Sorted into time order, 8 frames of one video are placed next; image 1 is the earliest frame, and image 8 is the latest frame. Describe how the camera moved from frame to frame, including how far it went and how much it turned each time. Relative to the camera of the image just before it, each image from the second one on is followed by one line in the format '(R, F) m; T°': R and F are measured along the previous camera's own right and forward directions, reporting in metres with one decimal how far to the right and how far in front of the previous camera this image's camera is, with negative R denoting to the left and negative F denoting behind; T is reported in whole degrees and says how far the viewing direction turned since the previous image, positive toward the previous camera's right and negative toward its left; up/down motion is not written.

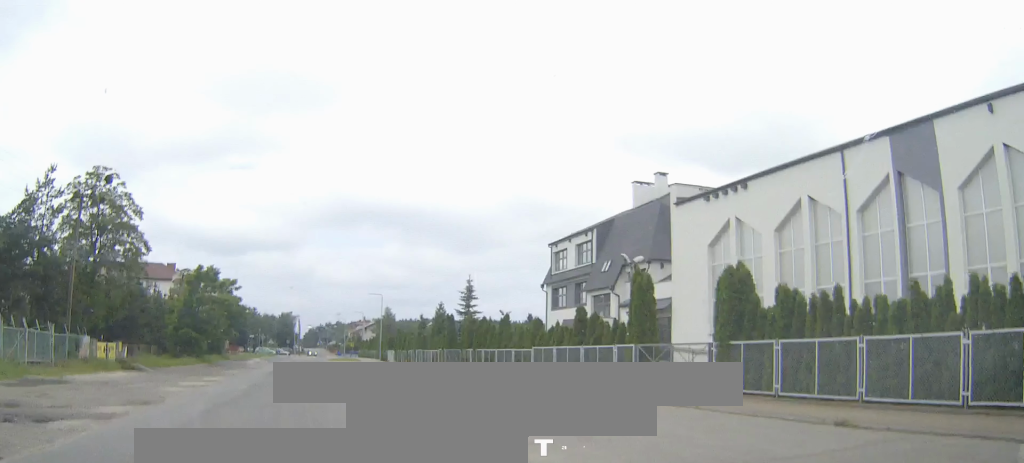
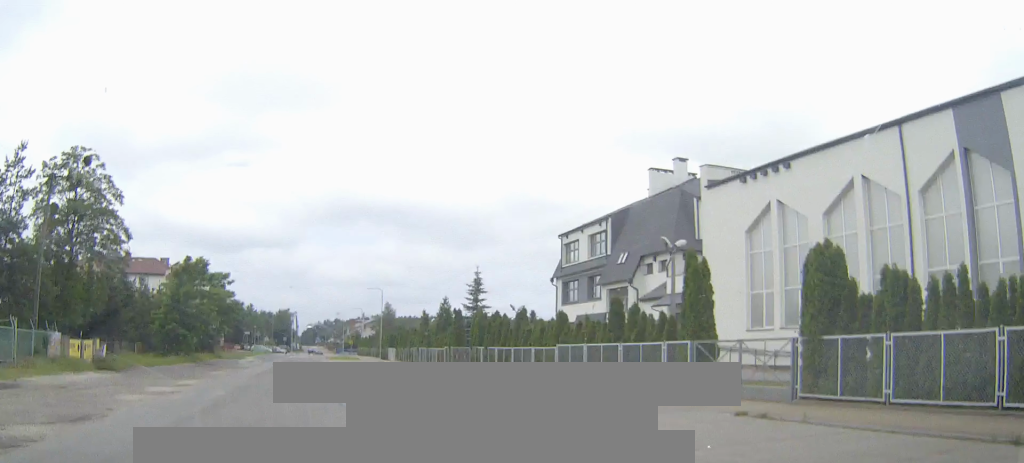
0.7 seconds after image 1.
(0.0, +4.2) m; 0°
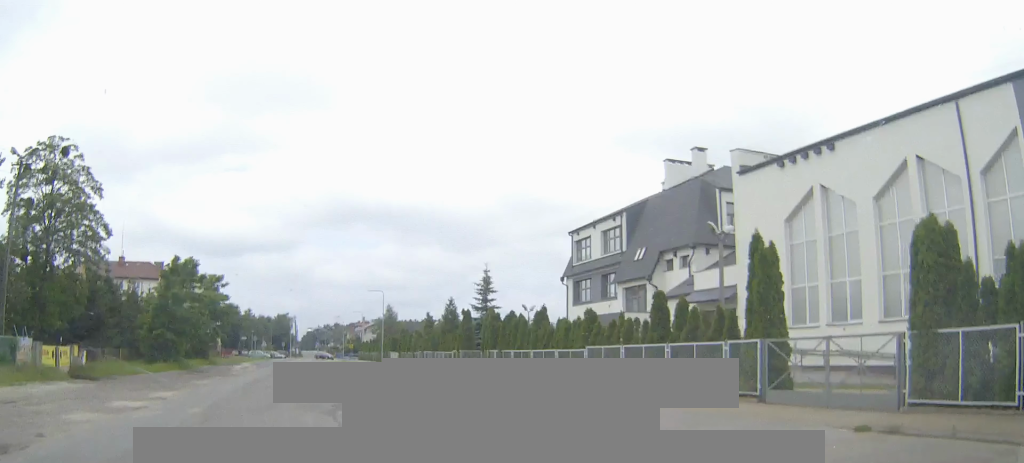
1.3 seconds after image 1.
(0.0, +3.7) m; 0°
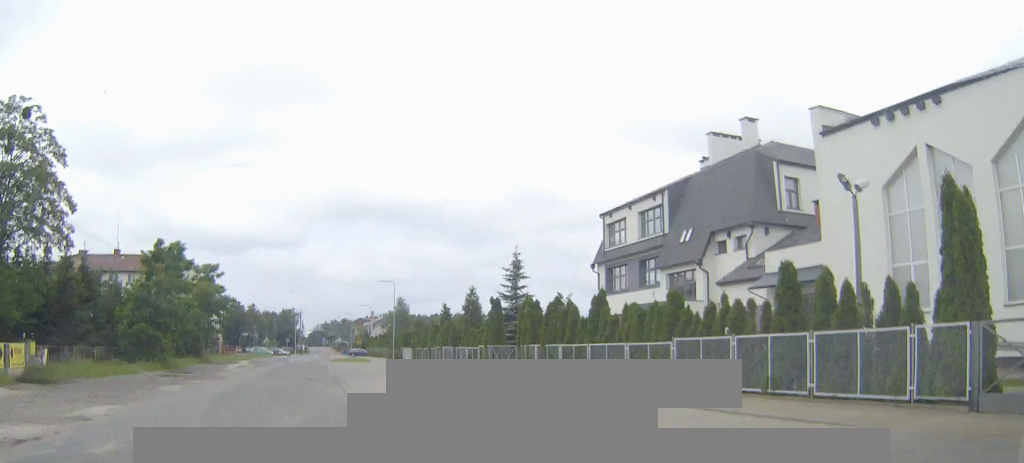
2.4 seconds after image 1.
(0.0, +6.7) m; -1°
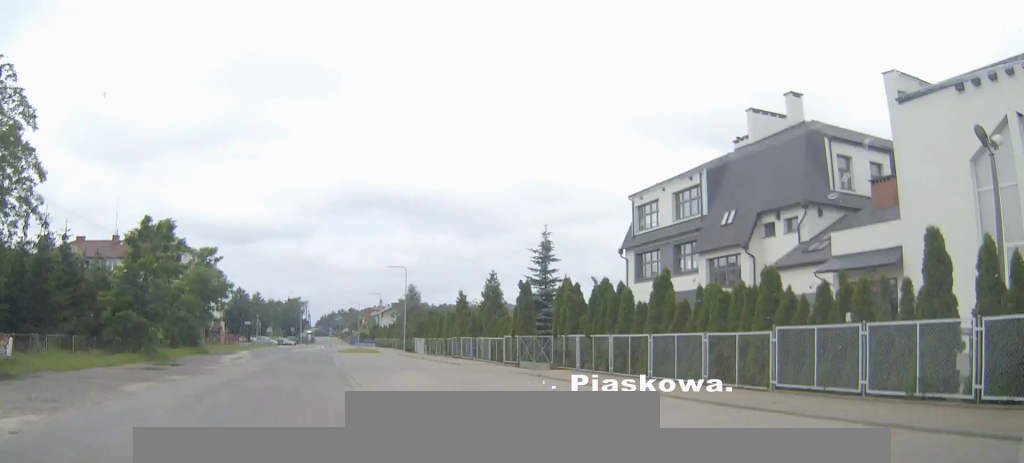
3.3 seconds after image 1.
(0.0, +5.1) m; +1°
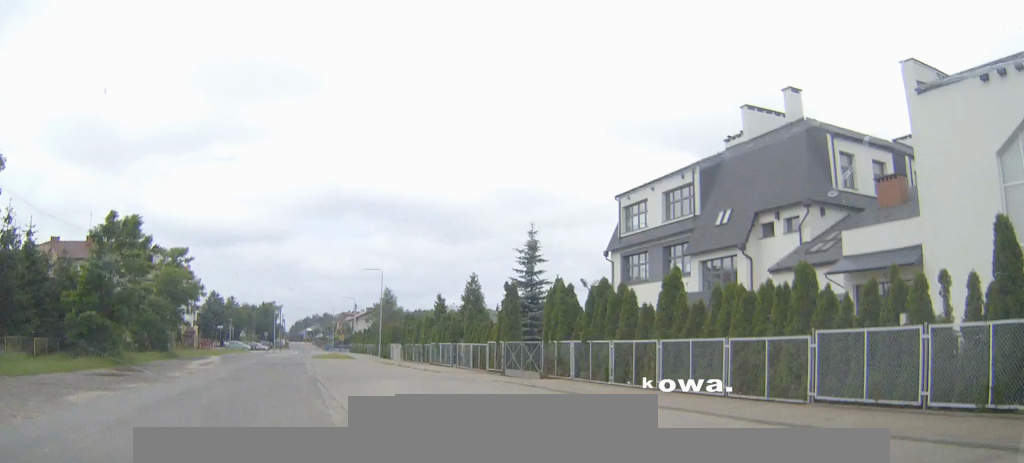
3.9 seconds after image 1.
(0.0, +2.8) m; +2°
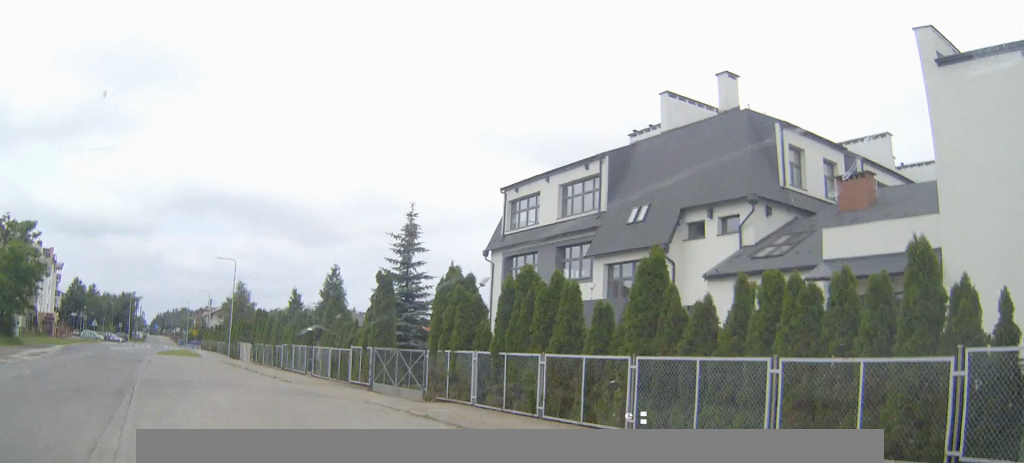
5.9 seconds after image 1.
(+0.7, +8.0) m; +9°
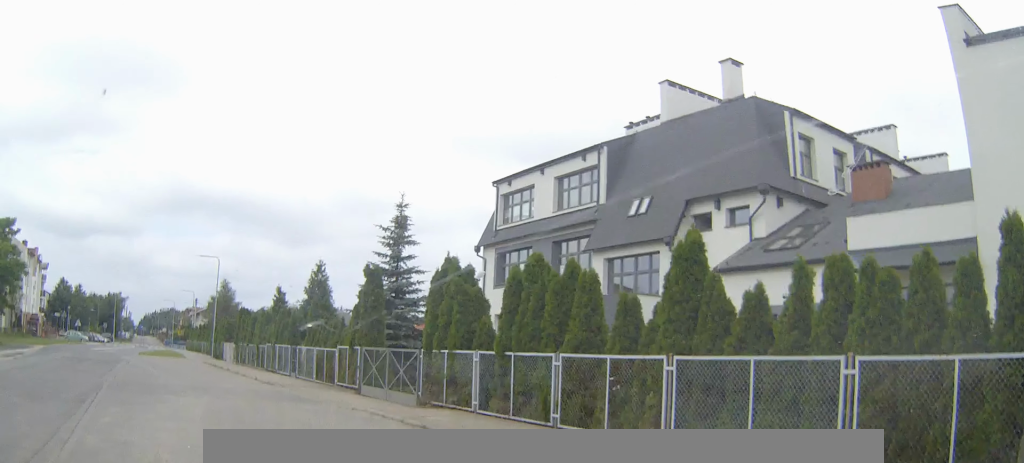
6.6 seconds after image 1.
(0.0, +2.0) m; -1°
